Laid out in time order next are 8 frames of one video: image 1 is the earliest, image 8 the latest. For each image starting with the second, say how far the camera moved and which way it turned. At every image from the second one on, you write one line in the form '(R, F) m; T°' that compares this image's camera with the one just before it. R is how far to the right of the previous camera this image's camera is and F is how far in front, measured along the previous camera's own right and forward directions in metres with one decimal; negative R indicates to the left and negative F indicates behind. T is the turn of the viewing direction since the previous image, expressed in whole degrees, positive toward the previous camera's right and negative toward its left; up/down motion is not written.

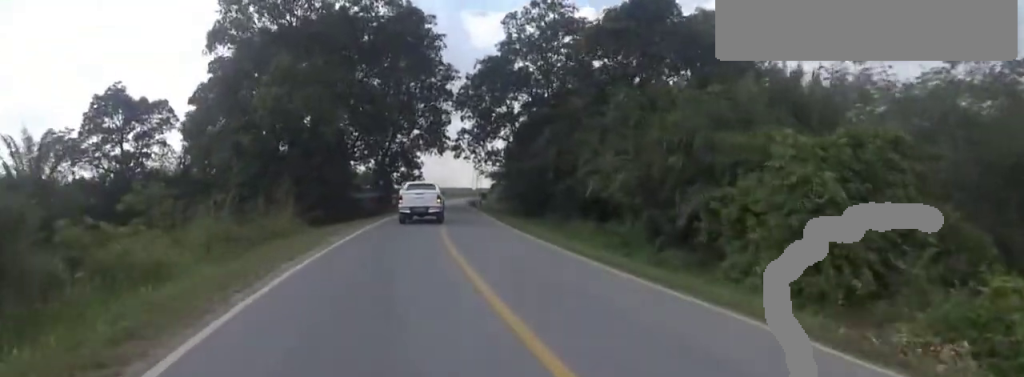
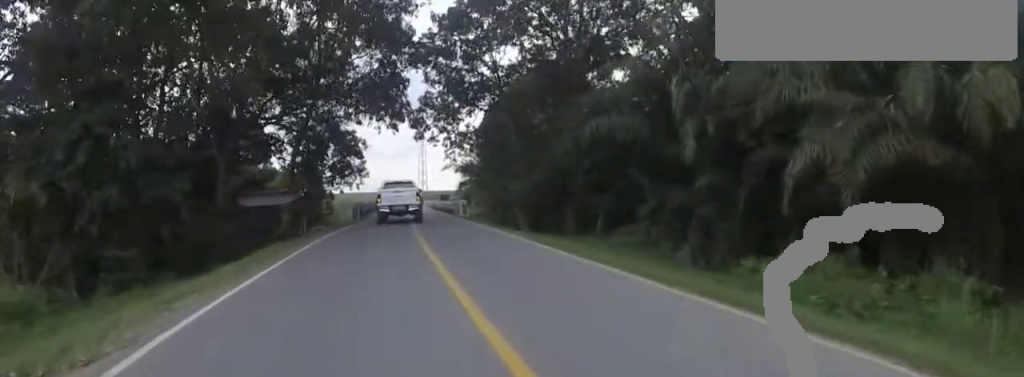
(+1.3, +18.0) m; +8°
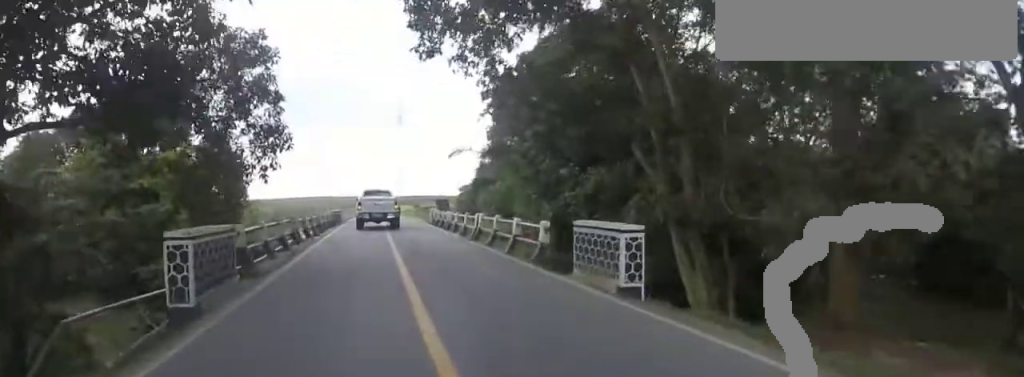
(+0.7, +20.9) m; +2°
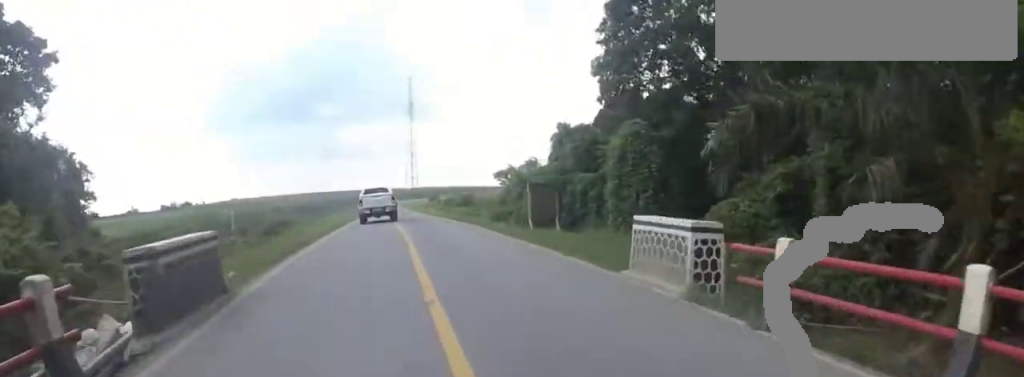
(-0.1, +24.1) m; -3°
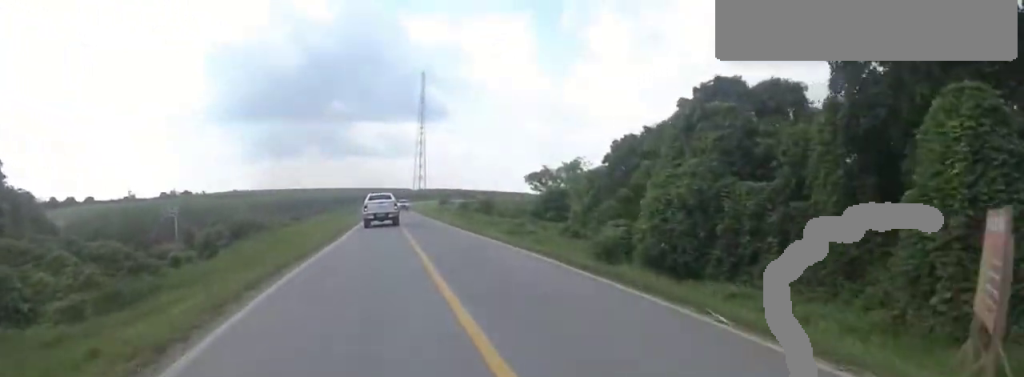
(-0.7, +14.3) m; -2°
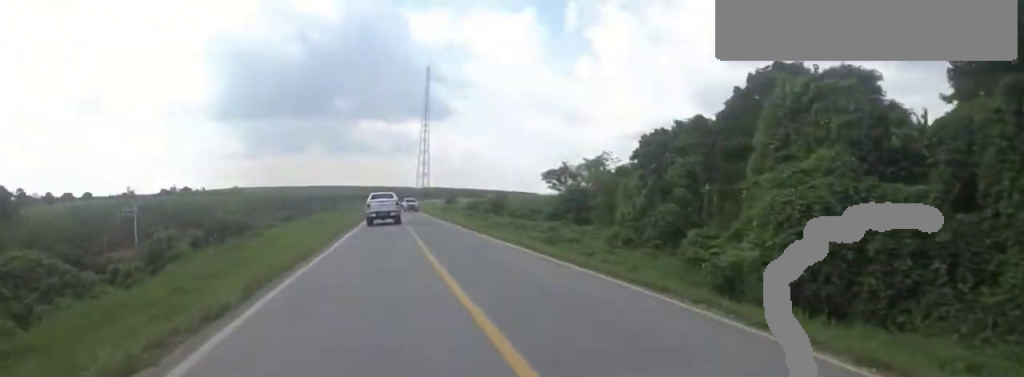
(-0.1, +6.4) m; +1°
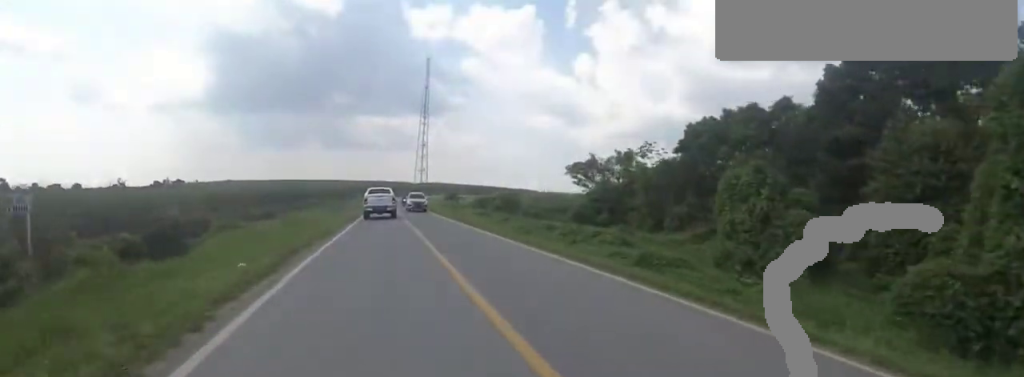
(+0.1, +8.7) m; +2°
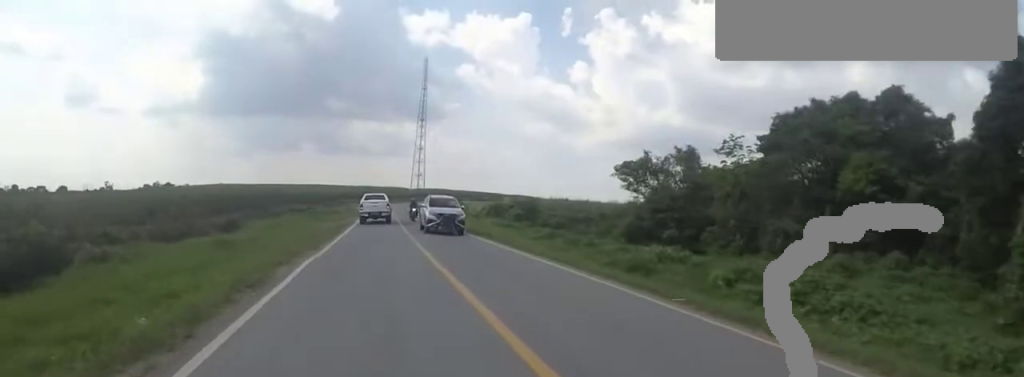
(+0.4, +11.6) m; +2°
